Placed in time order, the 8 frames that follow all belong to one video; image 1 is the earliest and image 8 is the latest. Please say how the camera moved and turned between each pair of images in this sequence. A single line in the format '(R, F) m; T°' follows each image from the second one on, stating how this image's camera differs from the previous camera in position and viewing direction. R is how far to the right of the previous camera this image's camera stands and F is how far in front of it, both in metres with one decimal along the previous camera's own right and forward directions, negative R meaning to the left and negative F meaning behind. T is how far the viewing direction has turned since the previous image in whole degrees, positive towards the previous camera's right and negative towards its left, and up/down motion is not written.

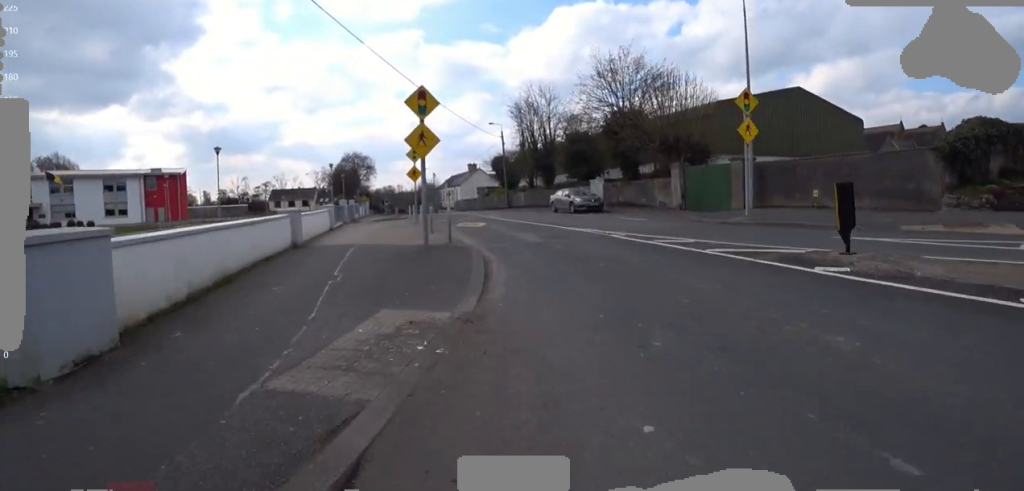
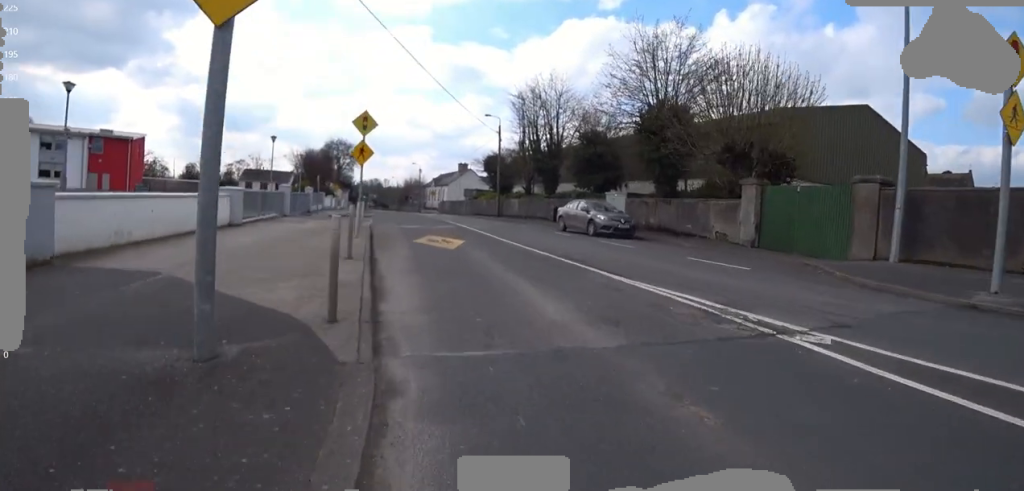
(-0.1, +7.4) m; -10°
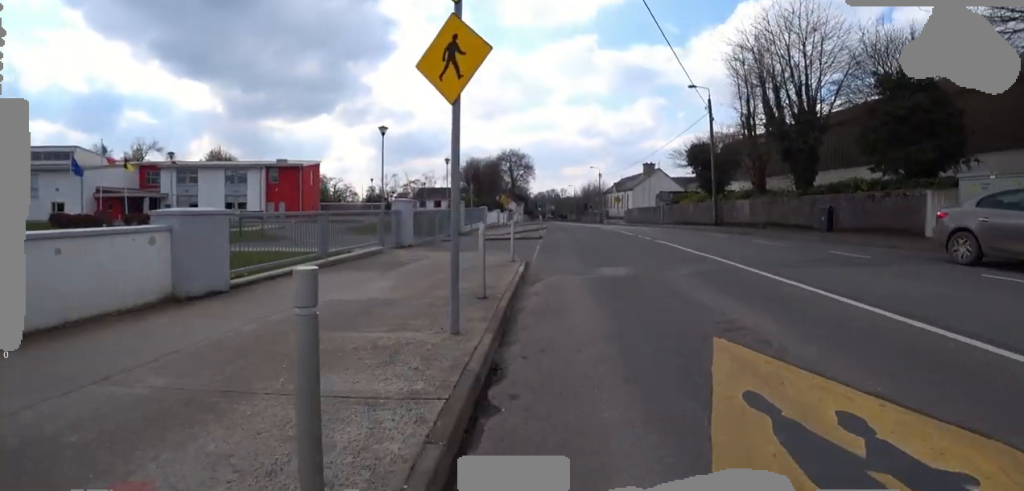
(-0.1, +10.5) m; -1°
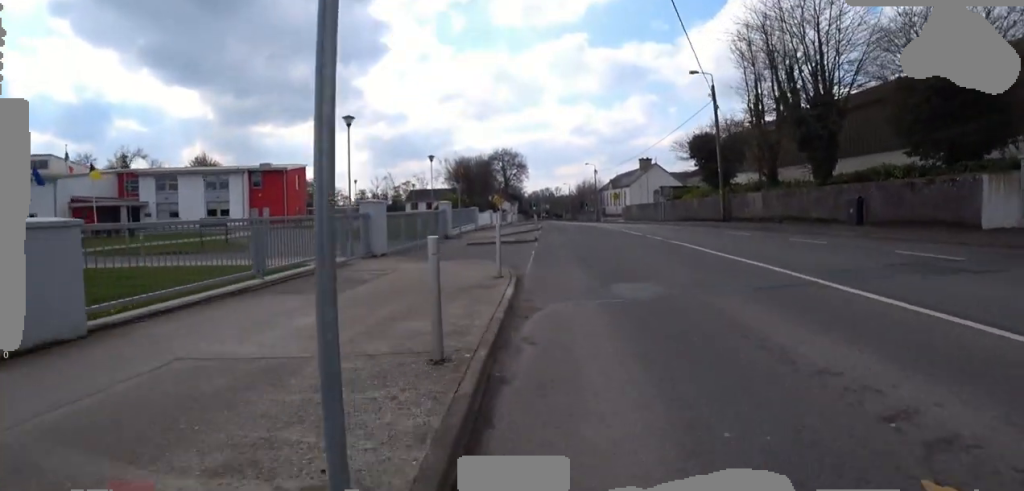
(-0.2, +2.2) m; 0°
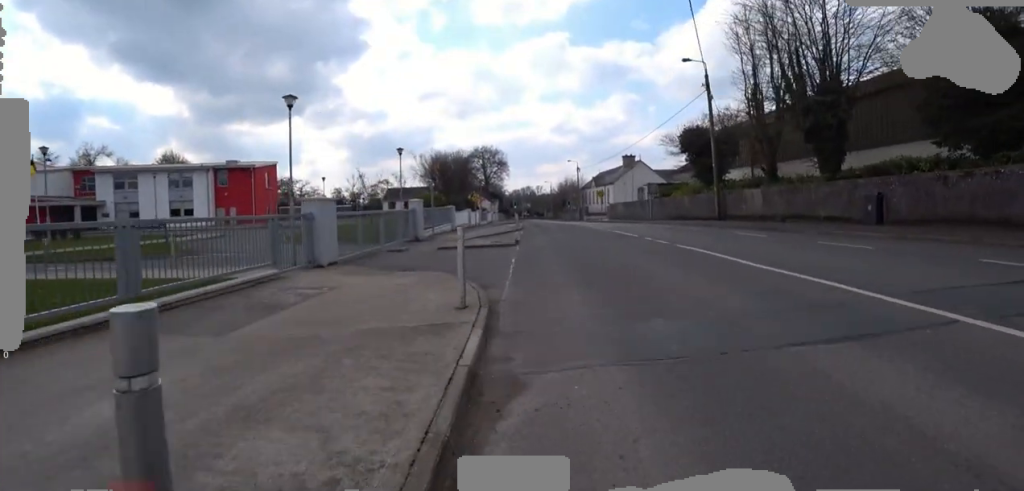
(-0.2, +2.2) m; 0°
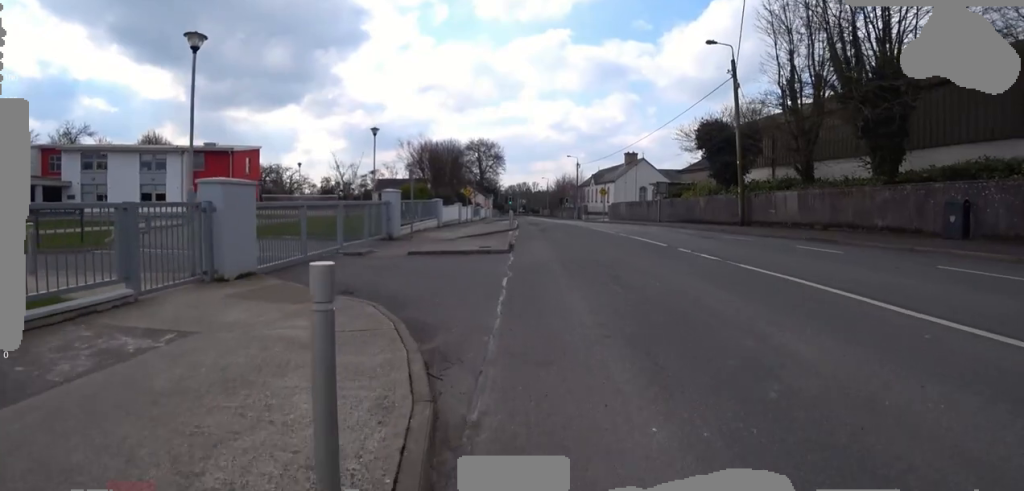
(+0.3, +3.5) m; -2°
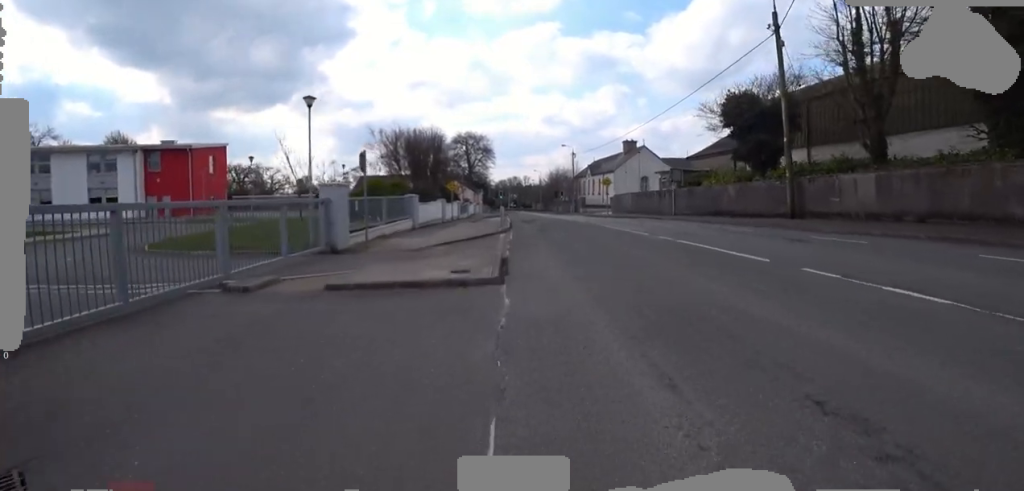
(-0.3, +5.0) m; 0°
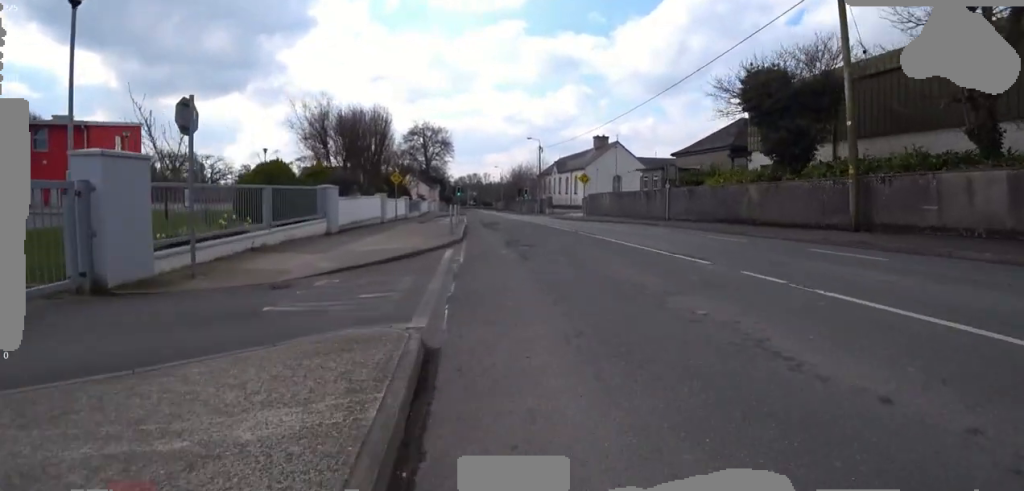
(+0.4, +5.7) m; +1°
